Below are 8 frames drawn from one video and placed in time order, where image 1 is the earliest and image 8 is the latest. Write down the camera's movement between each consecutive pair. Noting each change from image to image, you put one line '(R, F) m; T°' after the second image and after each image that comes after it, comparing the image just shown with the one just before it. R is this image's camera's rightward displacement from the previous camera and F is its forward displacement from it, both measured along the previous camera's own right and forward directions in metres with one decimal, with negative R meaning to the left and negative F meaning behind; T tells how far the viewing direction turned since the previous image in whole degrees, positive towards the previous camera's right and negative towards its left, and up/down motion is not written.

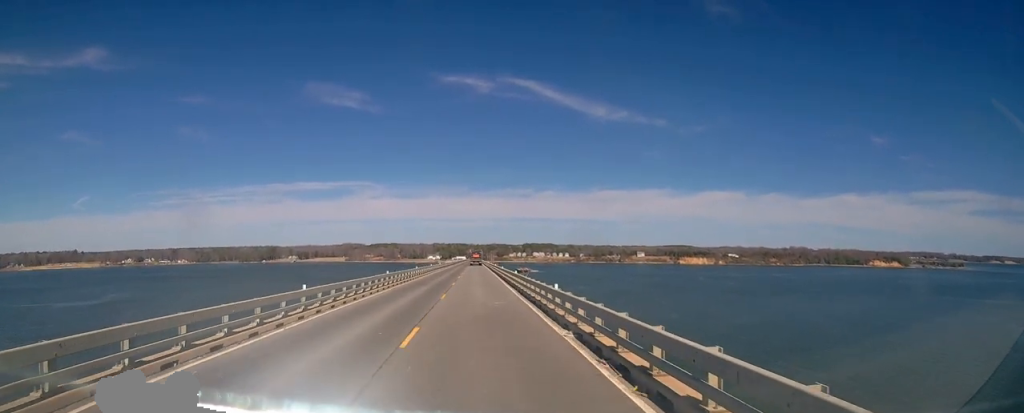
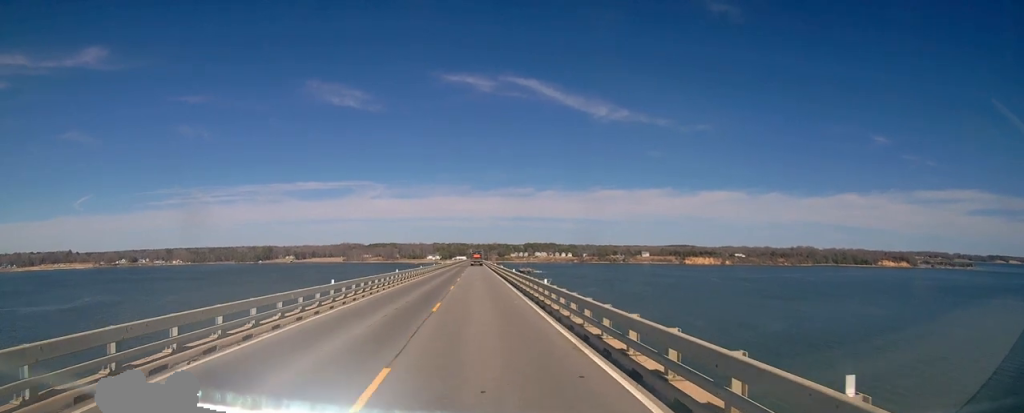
(-0.3, +29.6) m; 0°
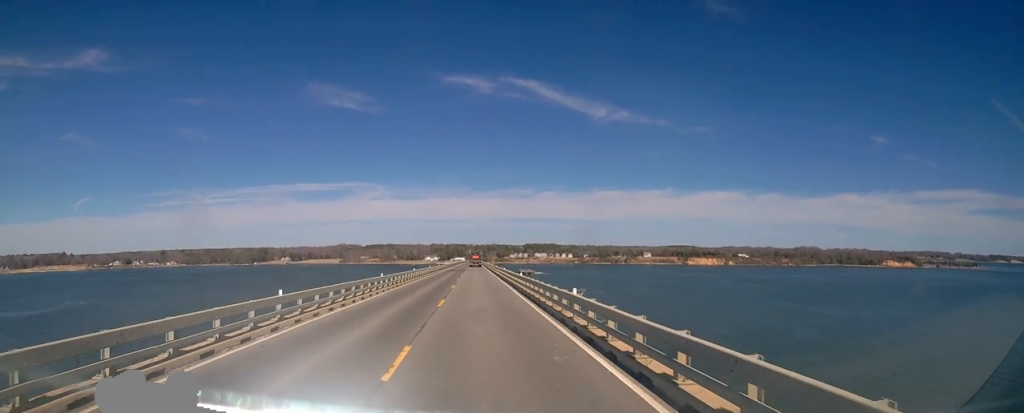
(+0.2, +22.2) m; 0°
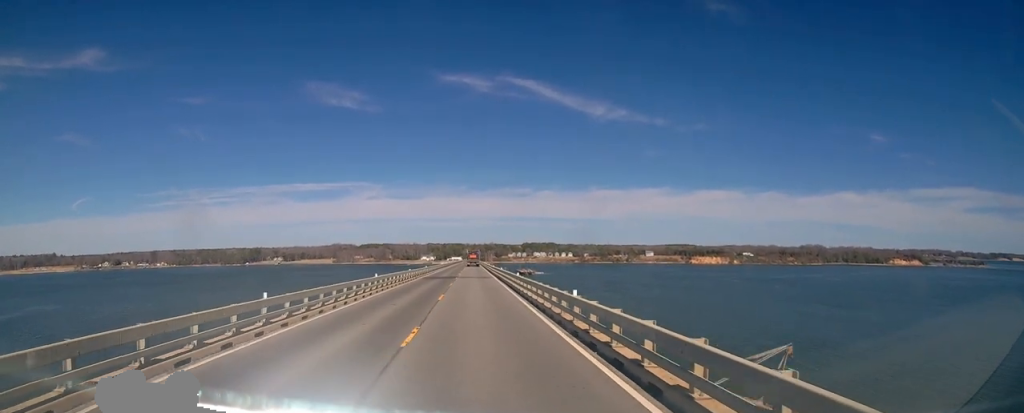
(-0.5, +33.7) m; -1°
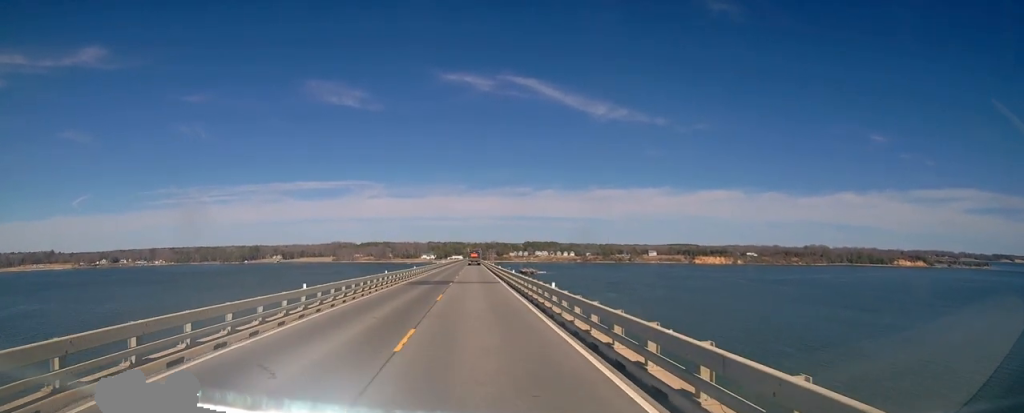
(+0.2, +13.0) m; +1°
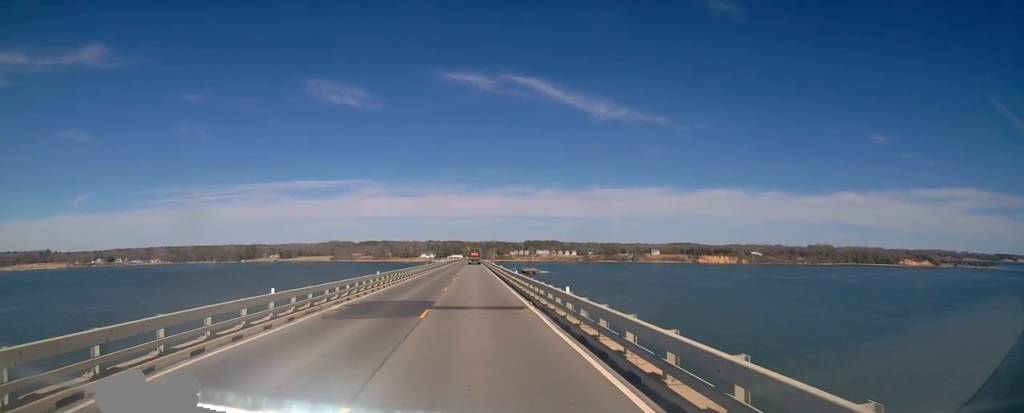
(+0.1, +19.2) m; 0°
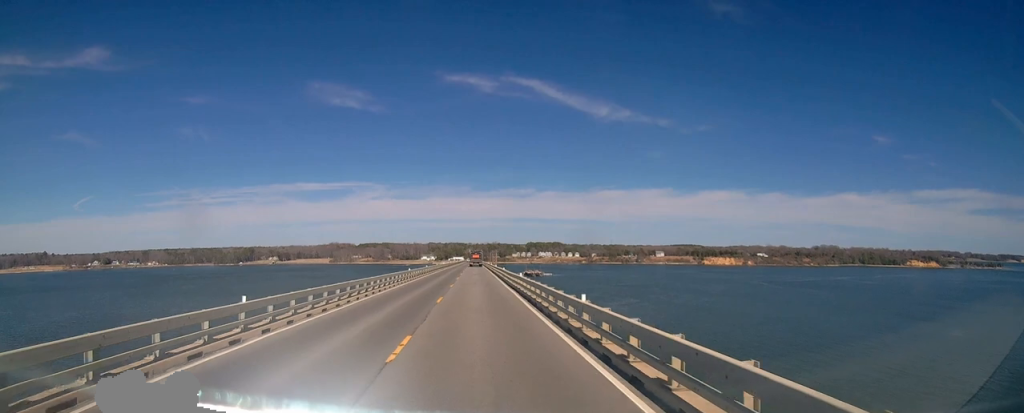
(0.0, +19.2) m; 0°
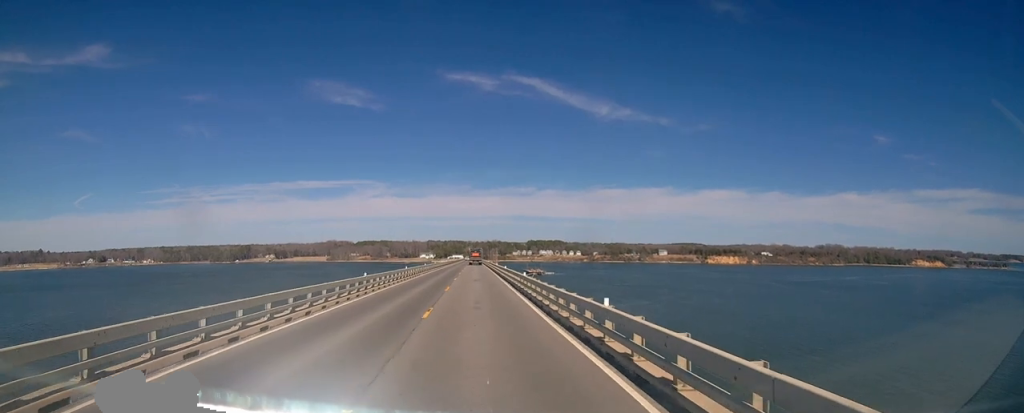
(-0.1, +18.4) m; -1°
